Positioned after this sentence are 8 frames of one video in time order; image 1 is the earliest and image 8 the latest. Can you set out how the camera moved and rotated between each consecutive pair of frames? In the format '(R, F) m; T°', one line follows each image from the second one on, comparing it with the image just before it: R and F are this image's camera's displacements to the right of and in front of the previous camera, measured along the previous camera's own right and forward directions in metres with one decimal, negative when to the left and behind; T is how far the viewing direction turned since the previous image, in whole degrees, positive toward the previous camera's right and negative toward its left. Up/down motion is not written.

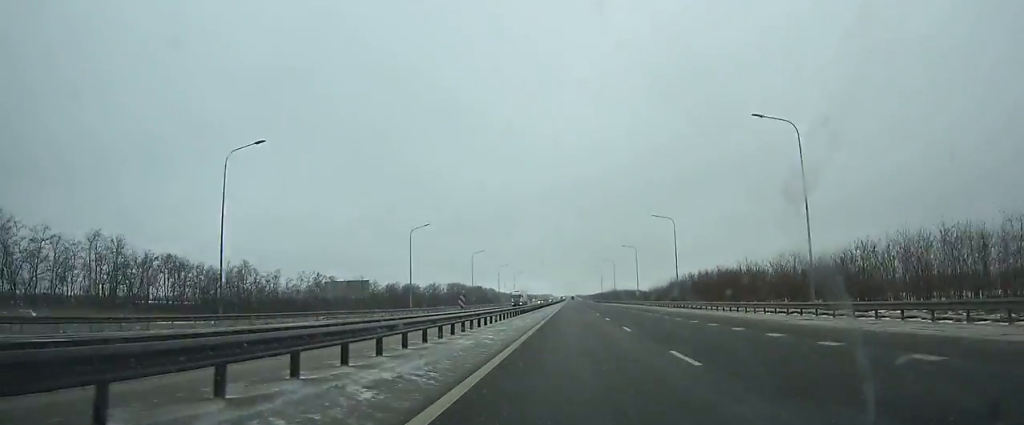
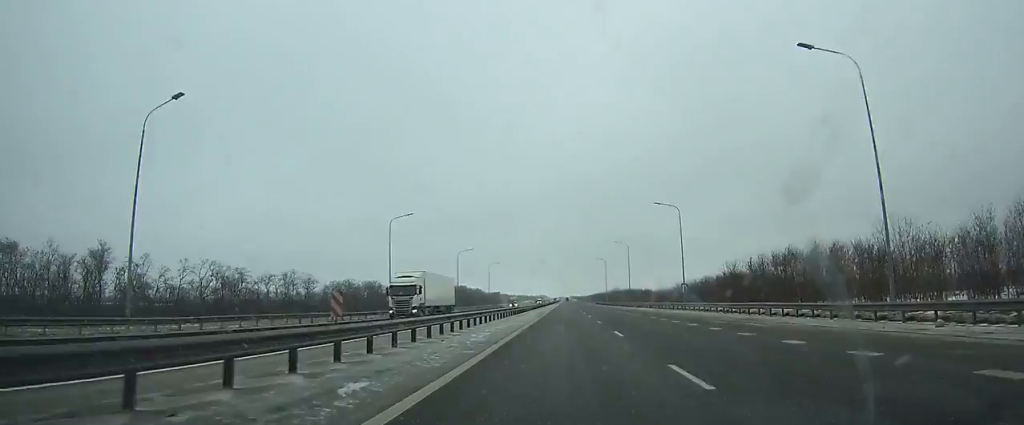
(+0.1, +50.9) m; 0°
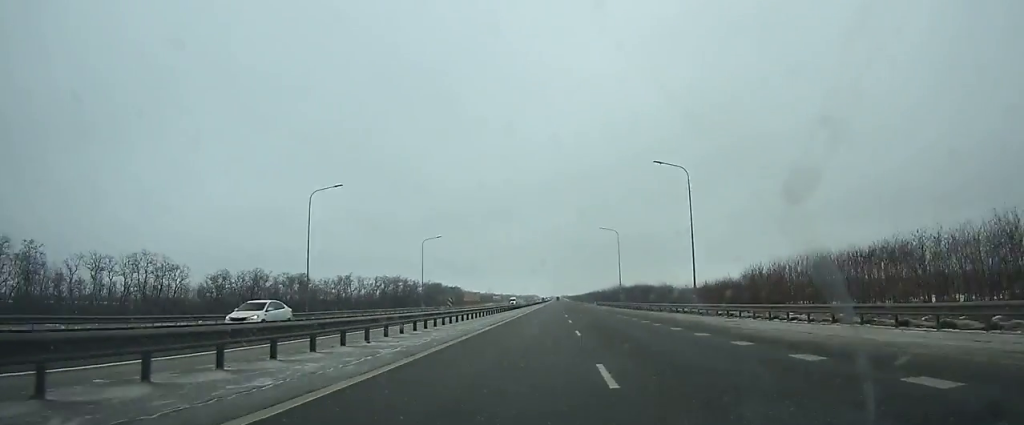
(+0.5, +59.8) m; 0°
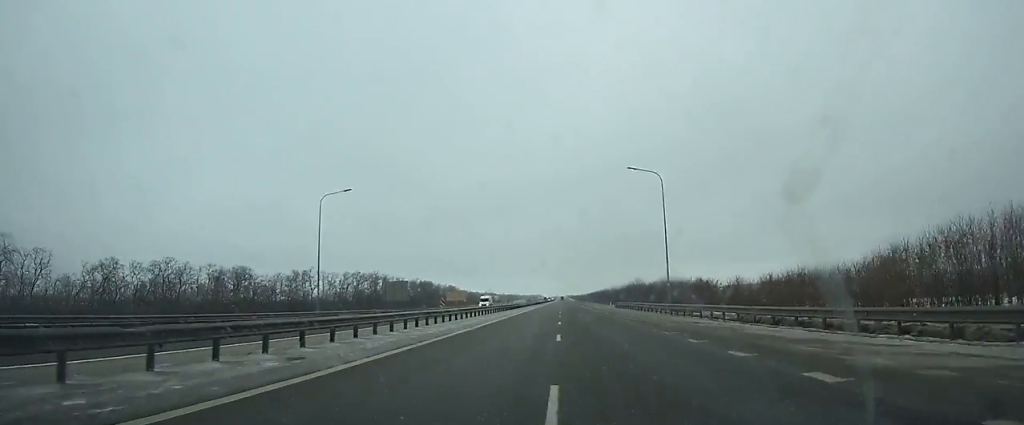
(0.0, +38.8) m; 0°
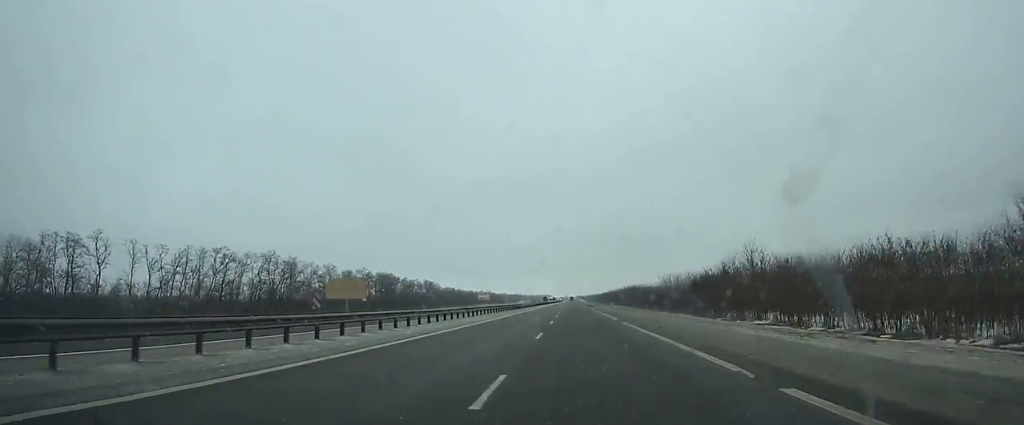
(-0.5, +94.9) m; -1°
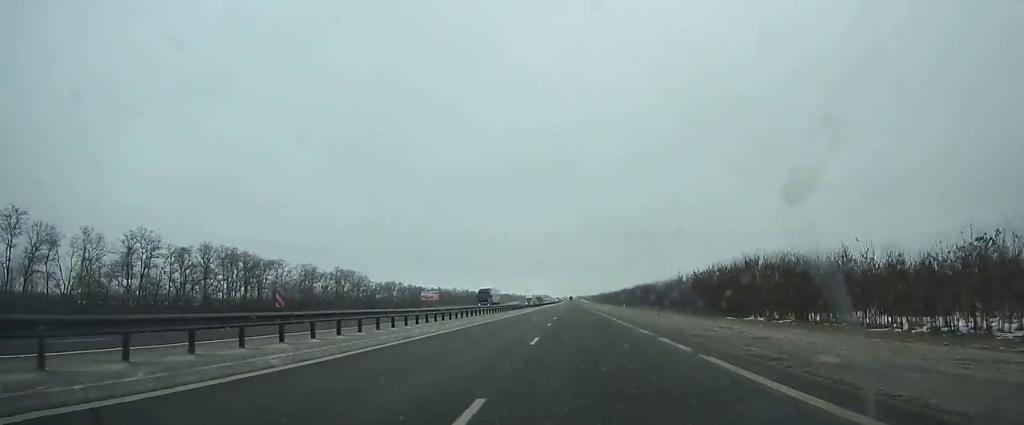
(-0.2, +123.9) m; 0°
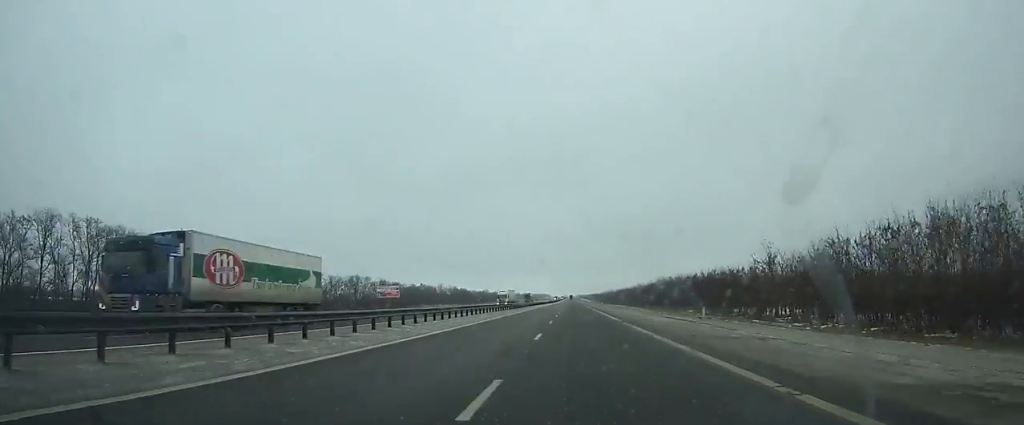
(+0.1, +47.1) m; 0°
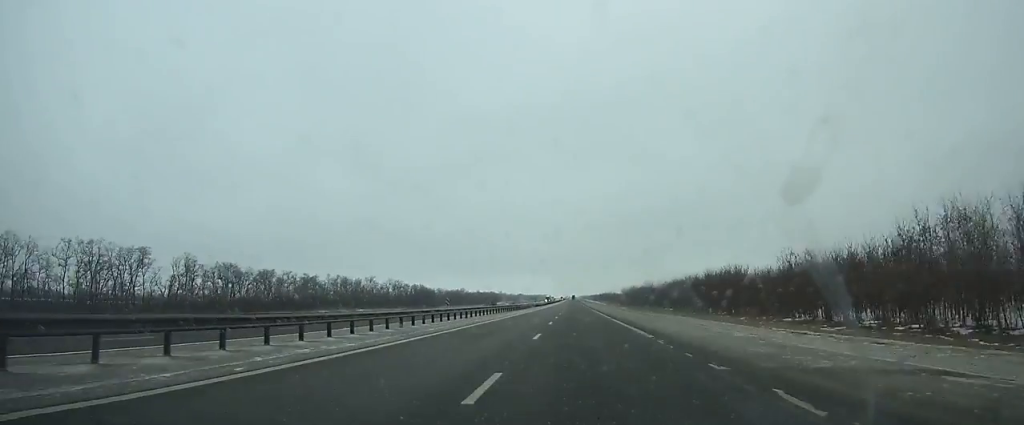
(-0.3, +132.3) m; 0°
